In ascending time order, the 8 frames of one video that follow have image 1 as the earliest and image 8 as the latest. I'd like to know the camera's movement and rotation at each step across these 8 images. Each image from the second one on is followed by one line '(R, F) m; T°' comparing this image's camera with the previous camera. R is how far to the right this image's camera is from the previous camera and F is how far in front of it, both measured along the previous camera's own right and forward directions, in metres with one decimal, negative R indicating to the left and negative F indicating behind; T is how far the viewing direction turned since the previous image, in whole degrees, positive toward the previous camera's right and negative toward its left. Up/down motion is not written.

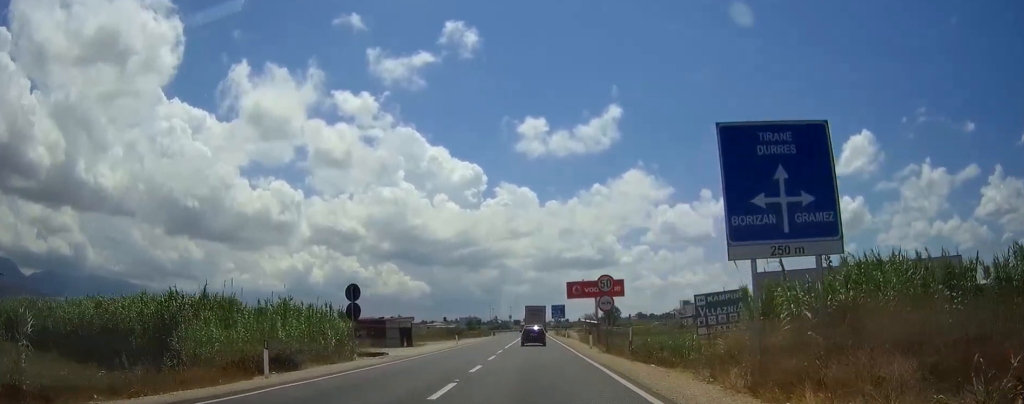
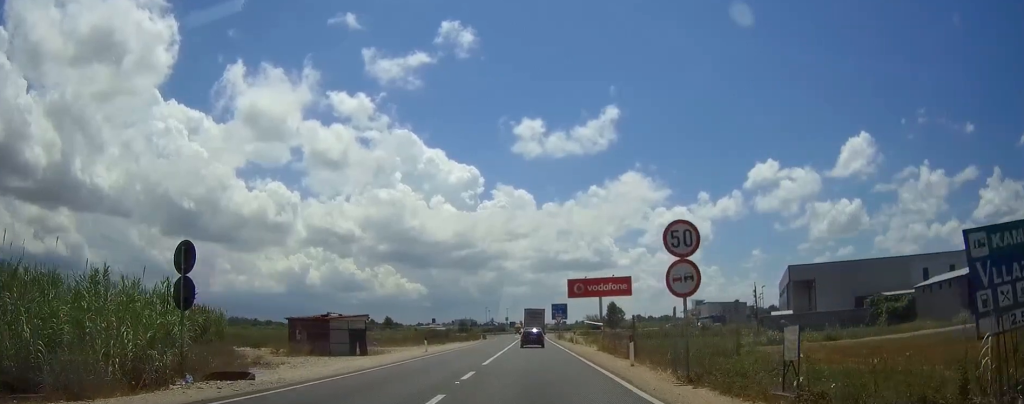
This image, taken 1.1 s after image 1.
(0.0, +17.3) m; 0°
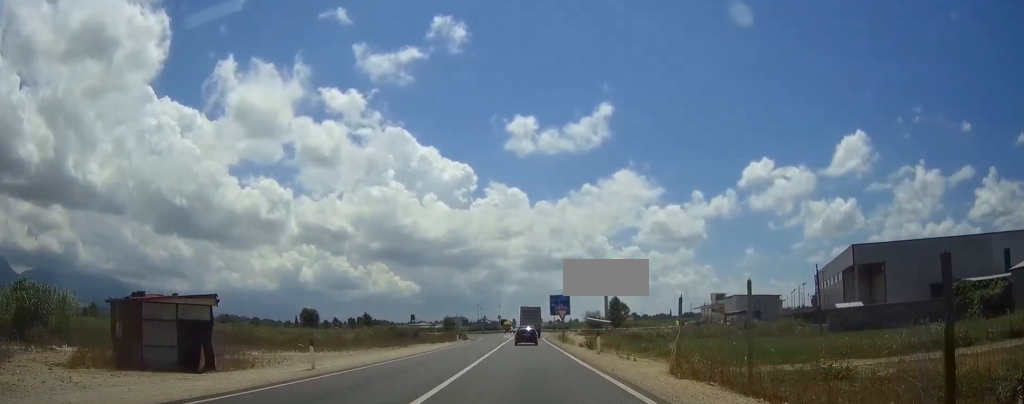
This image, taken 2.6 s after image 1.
(+0.2, +23.6) m; 0°
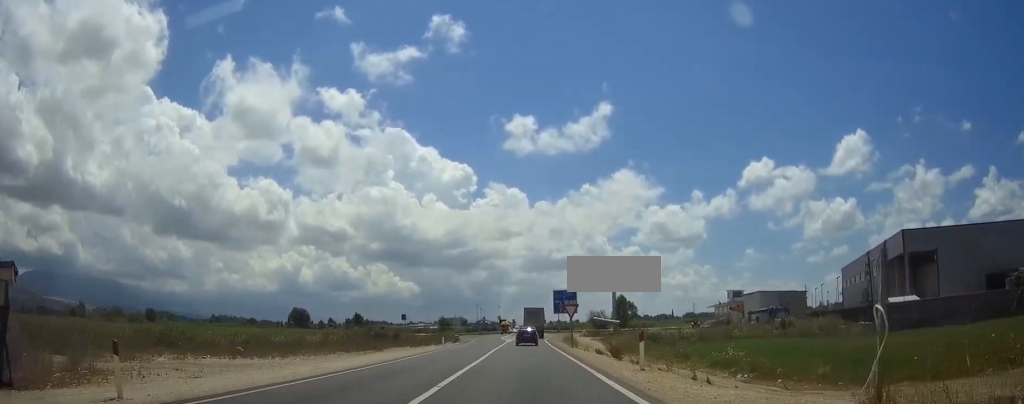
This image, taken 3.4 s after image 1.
(0.0, +12.1) m; 0°
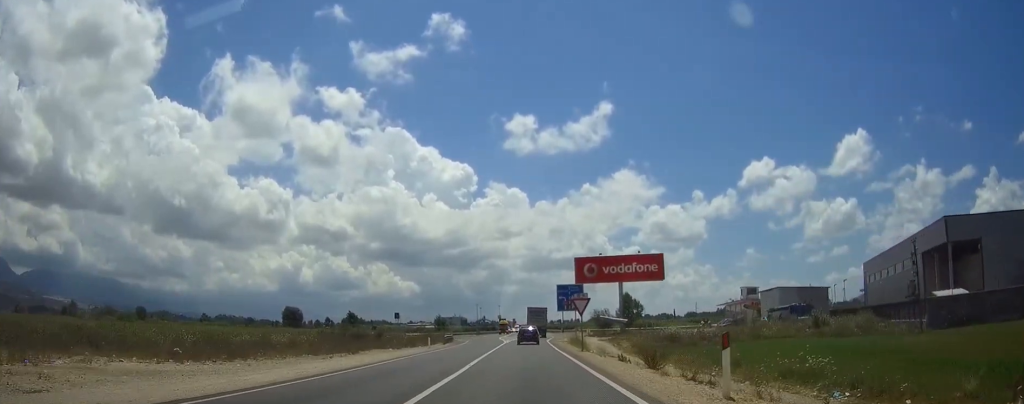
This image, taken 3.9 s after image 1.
(0.0, +8.4) m; 0°
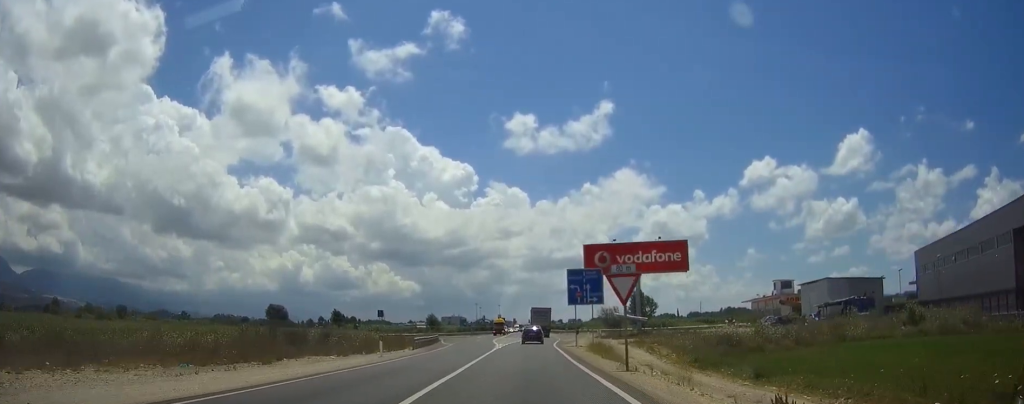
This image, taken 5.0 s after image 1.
(0.0, +16.8) m; 0°
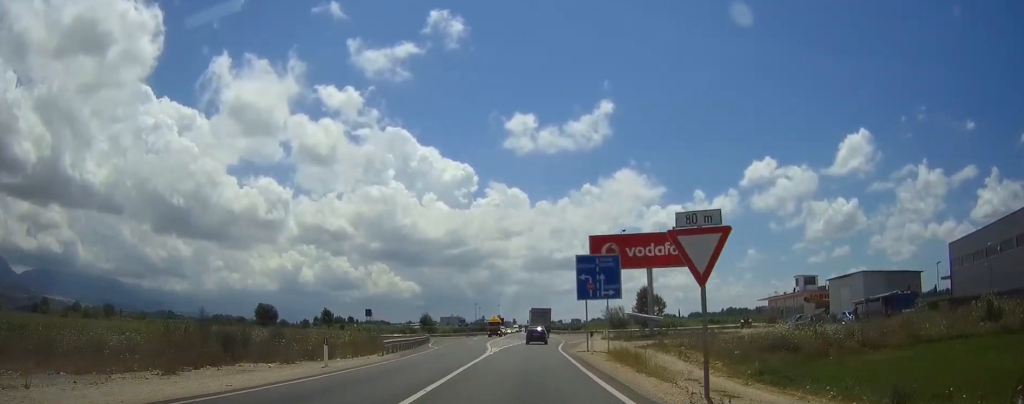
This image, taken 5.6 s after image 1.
(0.0, +9.5) m; 0°
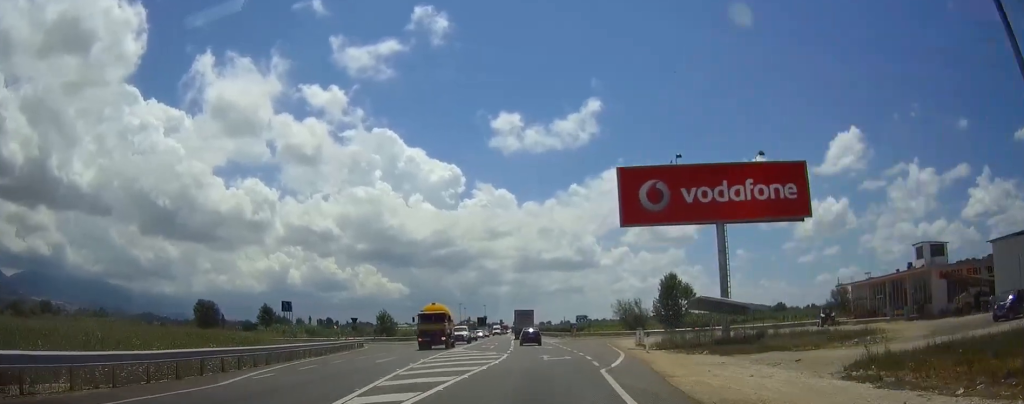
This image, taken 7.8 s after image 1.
(+0.3, +36.4) m; +1°
